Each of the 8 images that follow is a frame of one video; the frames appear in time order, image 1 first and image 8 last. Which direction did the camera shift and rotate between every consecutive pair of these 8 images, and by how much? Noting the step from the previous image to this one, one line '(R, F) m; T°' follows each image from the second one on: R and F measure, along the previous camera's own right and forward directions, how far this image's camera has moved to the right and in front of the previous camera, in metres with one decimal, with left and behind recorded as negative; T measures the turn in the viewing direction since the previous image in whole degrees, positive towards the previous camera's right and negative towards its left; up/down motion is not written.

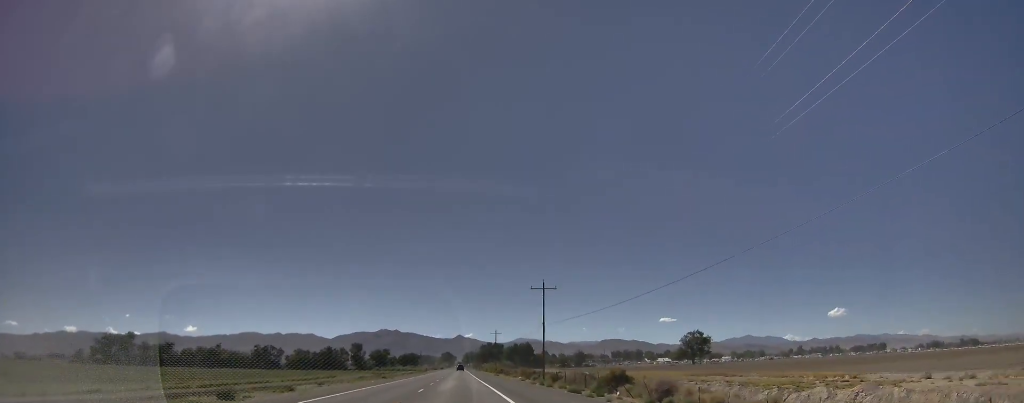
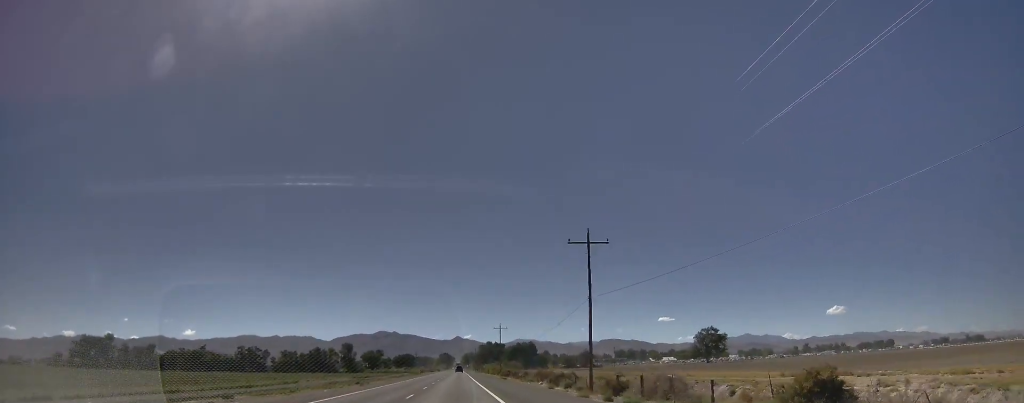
(0.0, +28.0) m; 0°
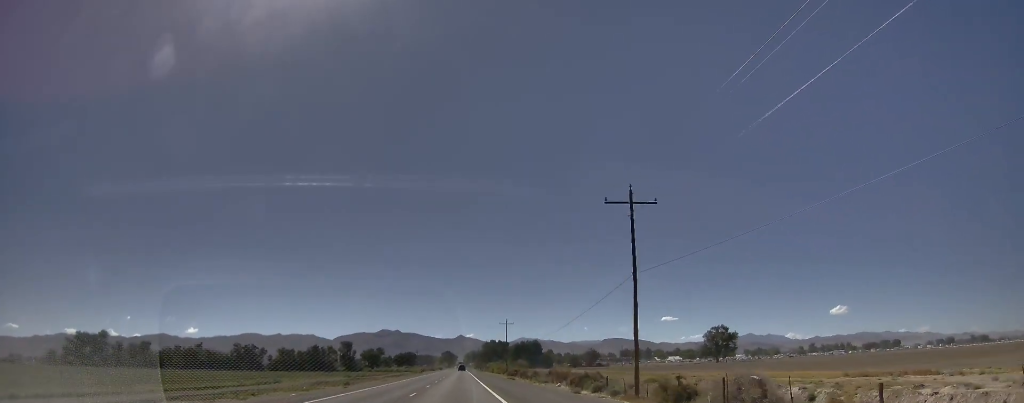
(0.0, +11.5) m; 0°
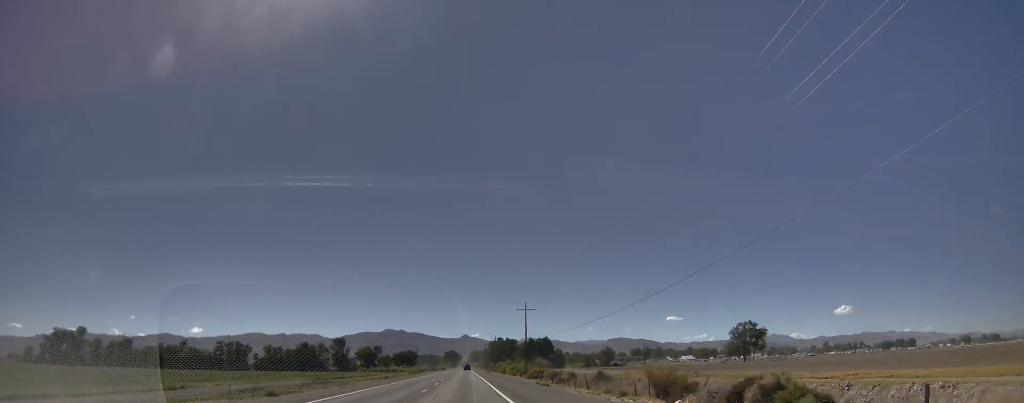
(0.0, +32.9) m; 0°
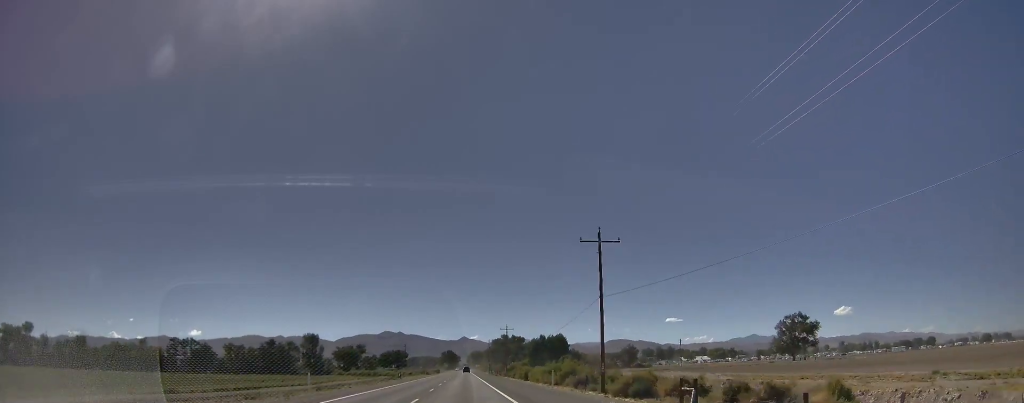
(0.0, +57.7) m; 0°
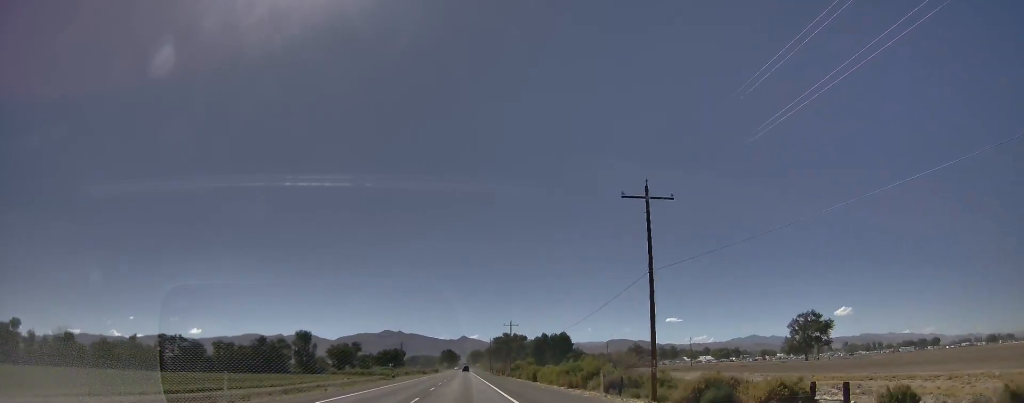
(0.0, +12.6) m; 0°
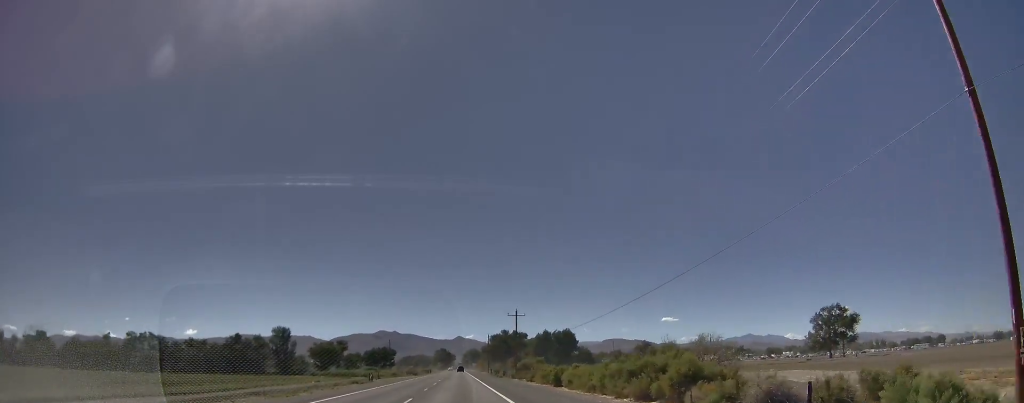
(0.0, +25.2) m; 0°
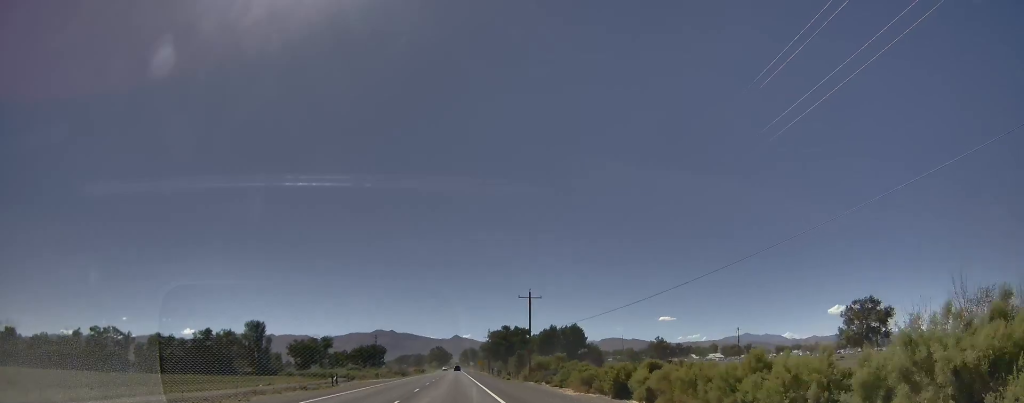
(0.0, +26.9) m; 0°
